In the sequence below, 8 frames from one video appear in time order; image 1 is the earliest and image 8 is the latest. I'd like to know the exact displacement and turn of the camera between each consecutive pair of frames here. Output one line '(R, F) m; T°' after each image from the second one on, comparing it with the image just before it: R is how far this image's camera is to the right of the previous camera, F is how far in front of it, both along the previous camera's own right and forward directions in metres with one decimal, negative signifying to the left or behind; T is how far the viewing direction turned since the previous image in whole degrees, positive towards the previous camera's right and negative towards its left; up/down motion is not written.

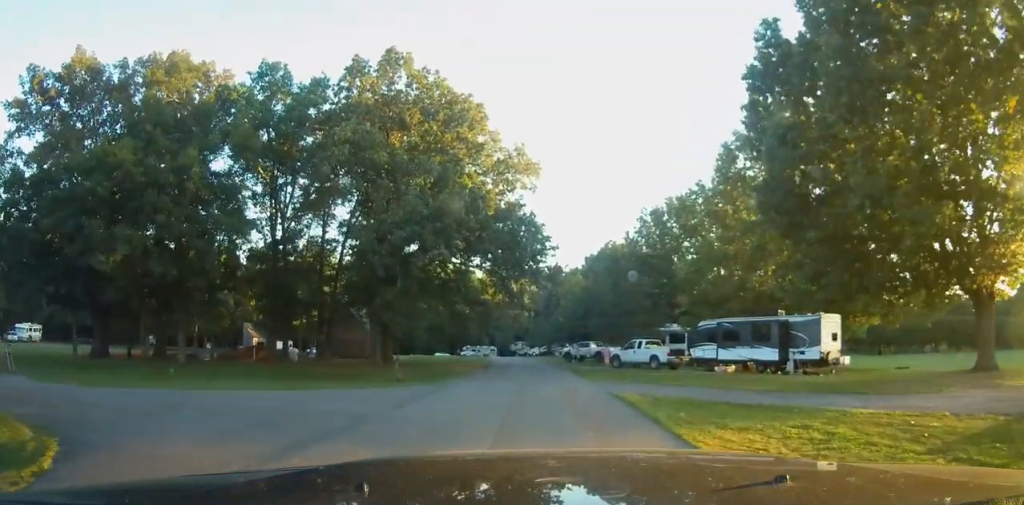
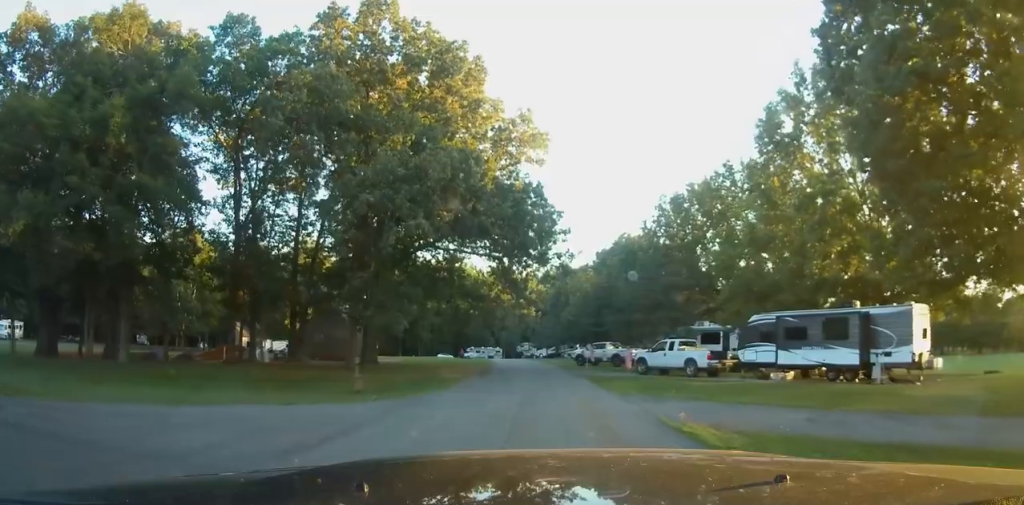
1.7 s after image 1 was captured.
(0.0, +7.3) m; 0°
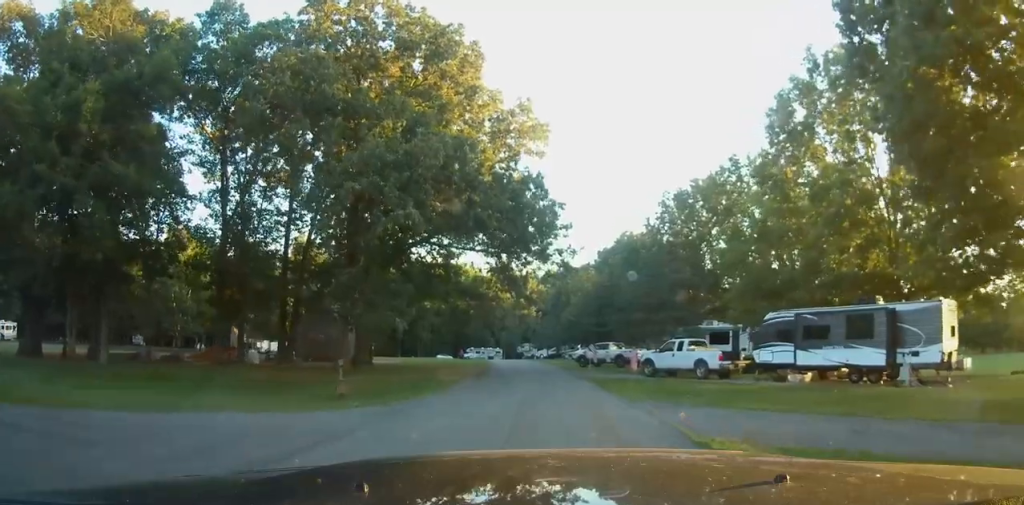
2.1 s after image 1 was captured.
(0.0, +1.8) m; 0°
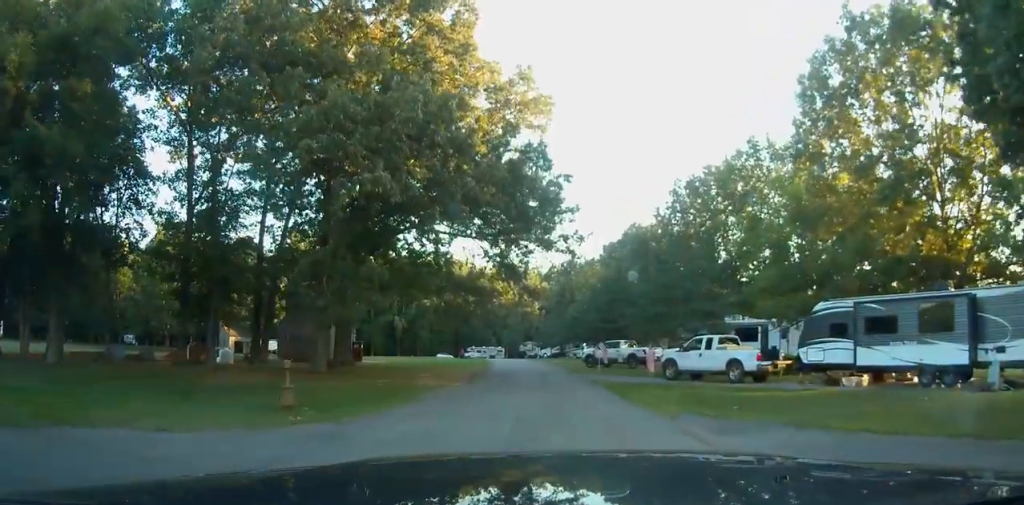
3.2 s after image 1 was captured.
(0.0, +4.5) m; 0°
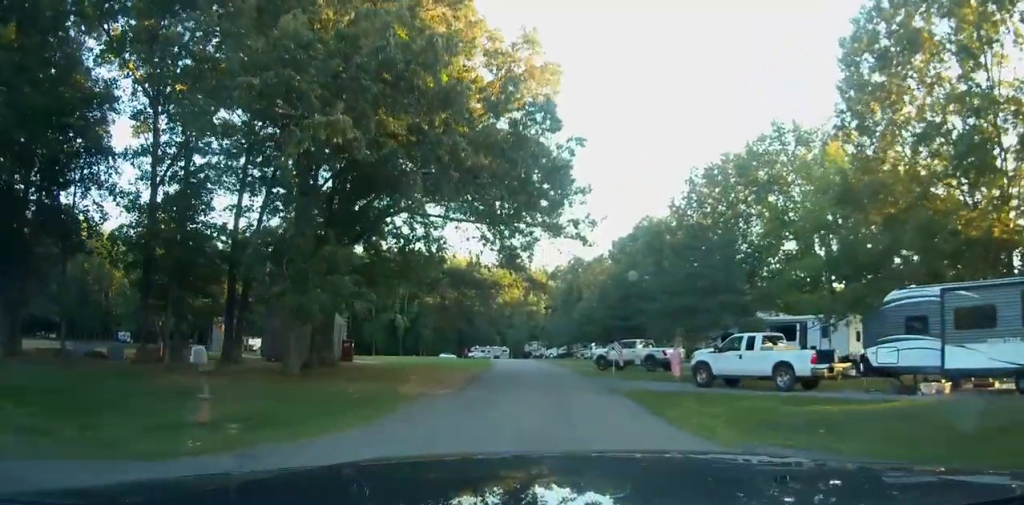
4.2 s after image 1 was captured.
(0.0, +4.4) m; 0°
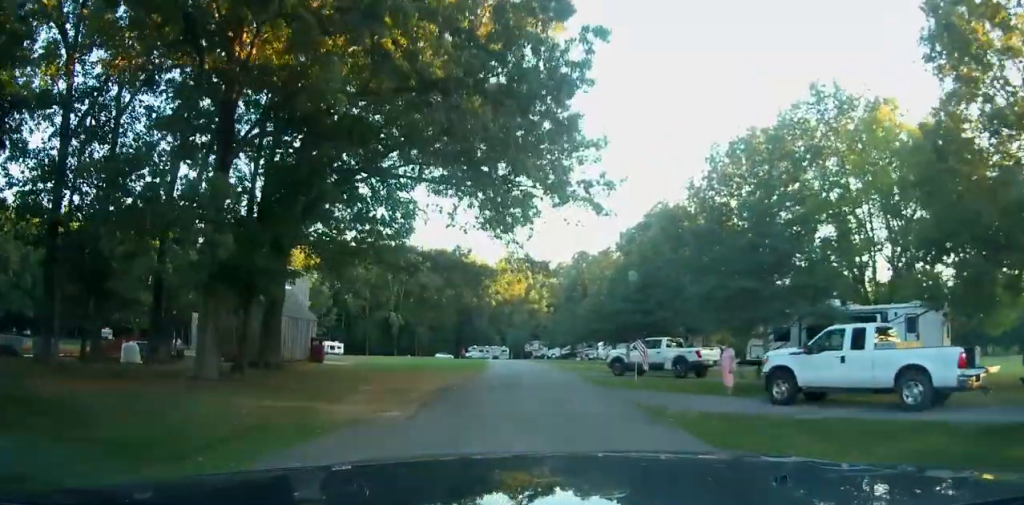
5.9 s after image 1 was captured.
(0.0, +7.3) m; 0°
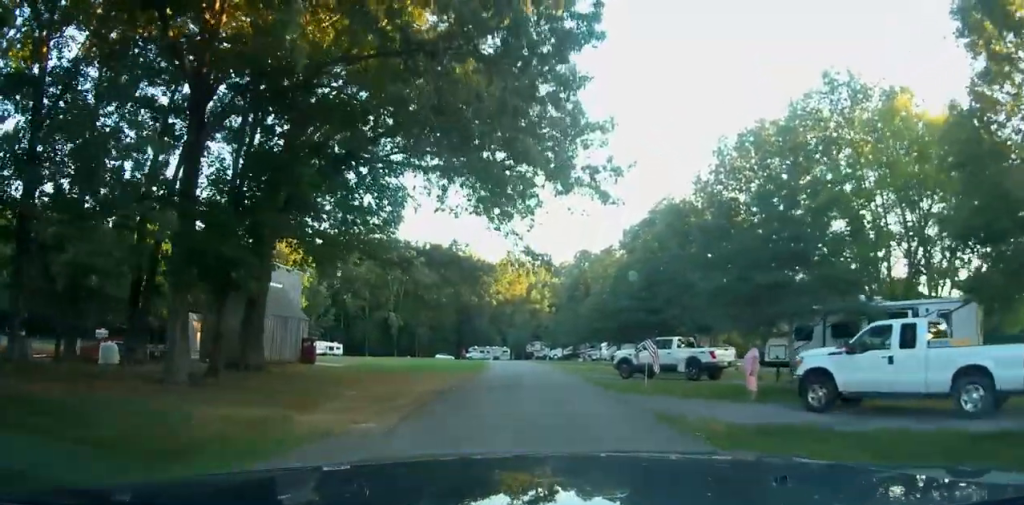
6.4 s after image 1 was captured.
(-0.1, +2.0) m; 0°
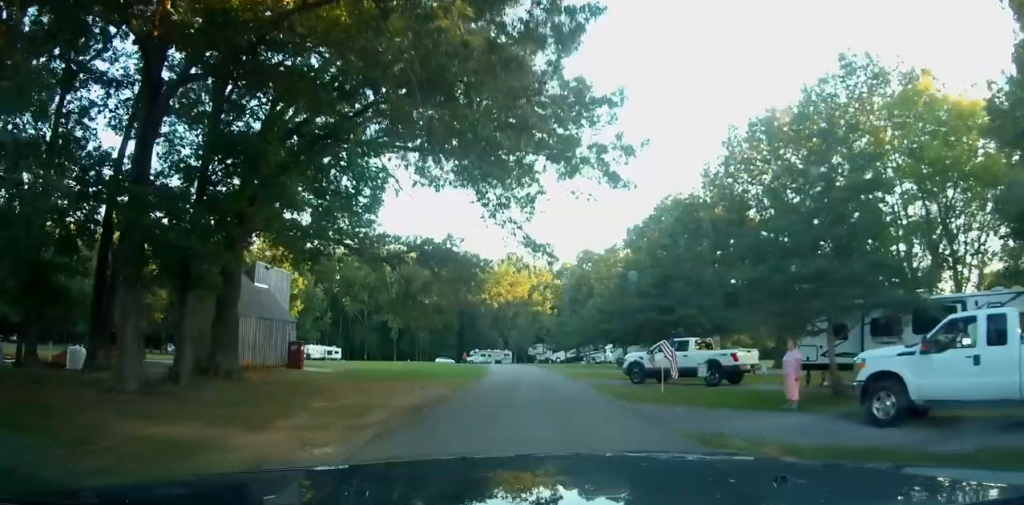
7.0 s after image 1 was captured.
(0.0, +2.7) m; 0°
